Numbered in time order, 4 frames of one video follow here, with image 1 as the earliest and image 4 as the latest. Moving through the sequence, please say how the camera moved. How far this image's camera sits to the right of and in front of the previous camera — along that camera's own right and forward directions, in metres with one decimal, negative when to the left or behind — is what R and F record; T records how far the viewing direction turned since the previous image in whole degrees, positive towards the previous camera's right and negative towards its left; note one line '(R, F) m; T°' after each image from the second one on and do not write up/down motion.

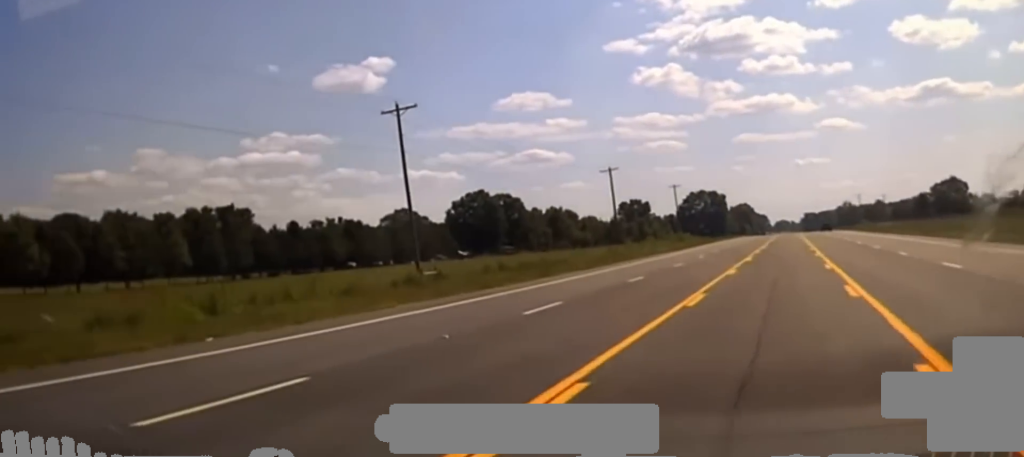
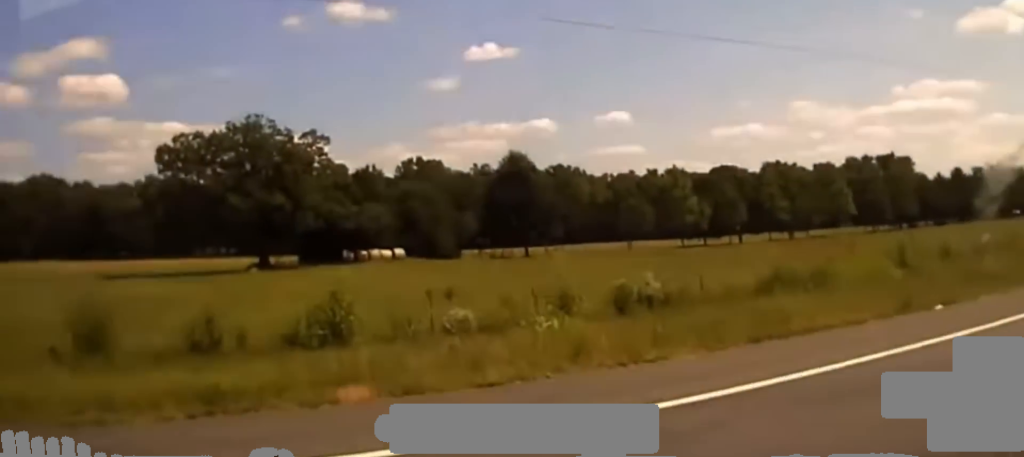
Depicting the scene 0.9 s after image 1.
(-2.7, +3.9) m; -64°
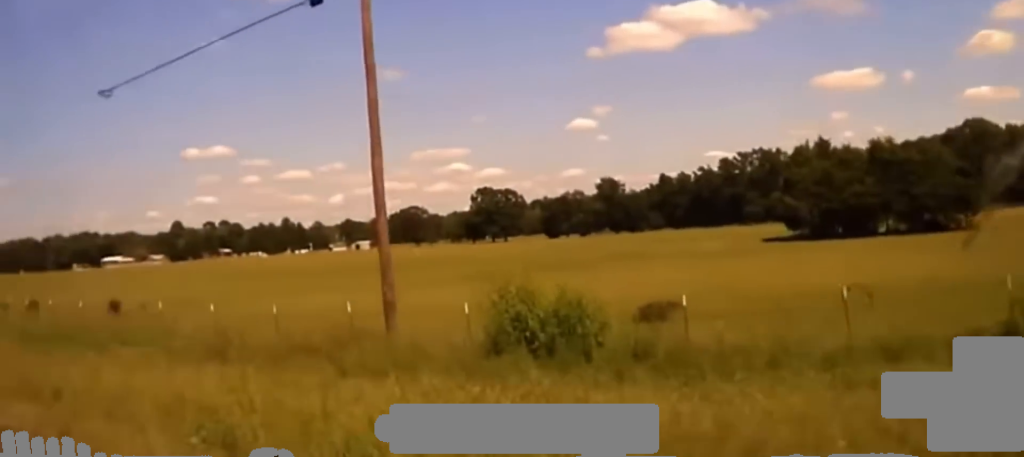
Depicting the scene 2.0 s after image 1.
(-3.2, +3.4) m; -53°
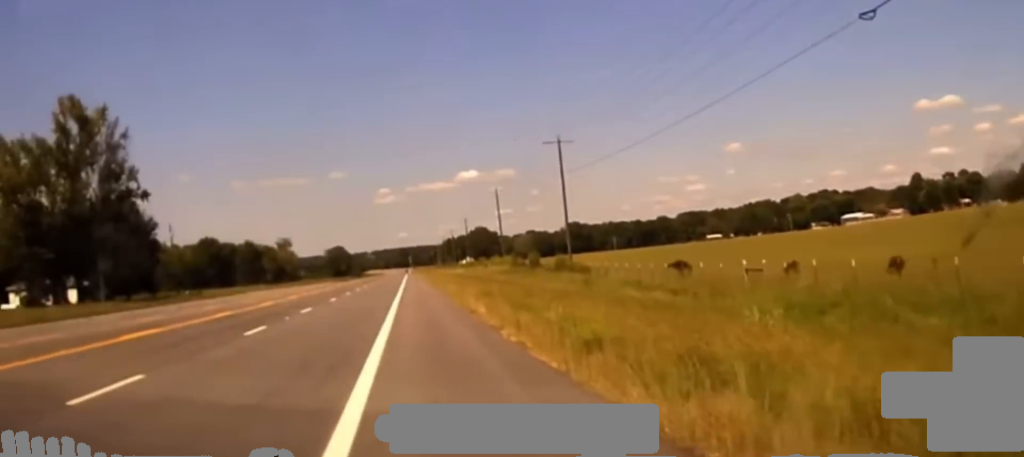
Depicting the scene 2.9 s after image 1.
(-0.2, +6.5) m; -18°
